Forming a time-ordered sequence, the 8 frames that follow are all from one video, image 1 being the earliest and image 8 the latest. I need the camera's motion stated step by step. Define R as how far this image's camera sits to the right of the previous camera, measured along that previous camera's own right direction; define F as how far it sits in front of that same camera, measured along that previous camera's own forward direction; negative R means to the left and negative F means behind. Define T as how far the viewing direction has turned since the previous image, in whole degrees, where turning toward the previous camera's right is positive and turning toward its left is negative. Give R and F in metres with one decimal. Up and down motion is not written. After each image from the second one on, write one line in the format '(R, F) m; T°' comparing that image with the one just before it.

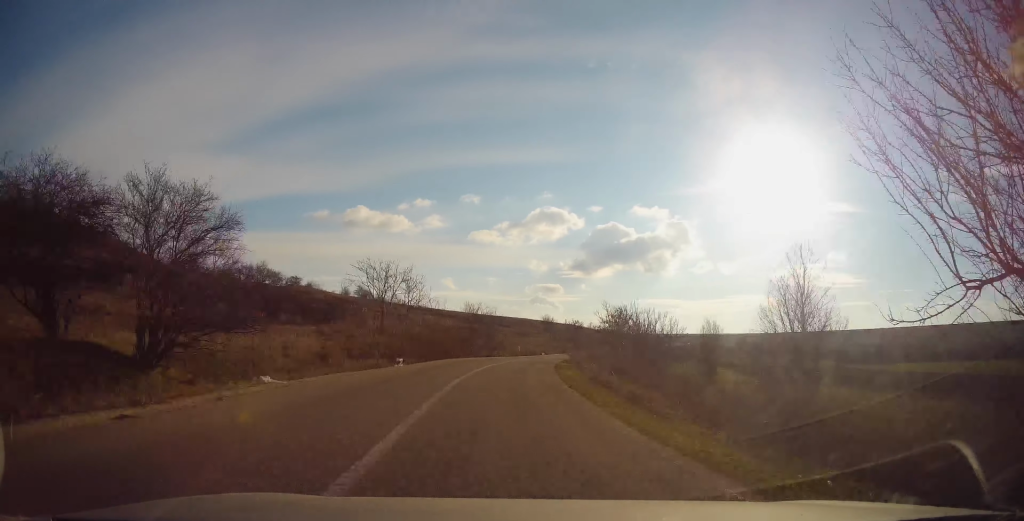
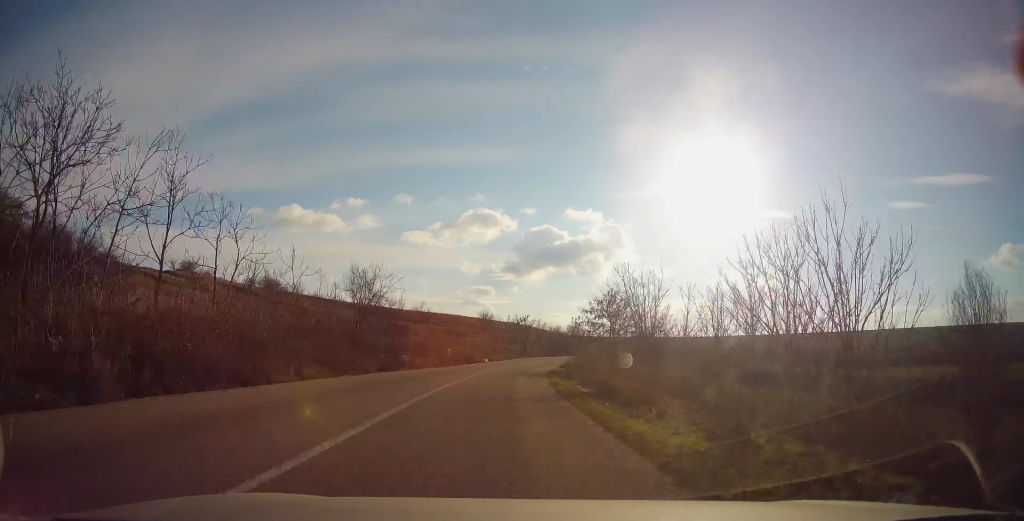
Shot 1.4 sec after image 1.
(+1.1, +29.5) m; +6°
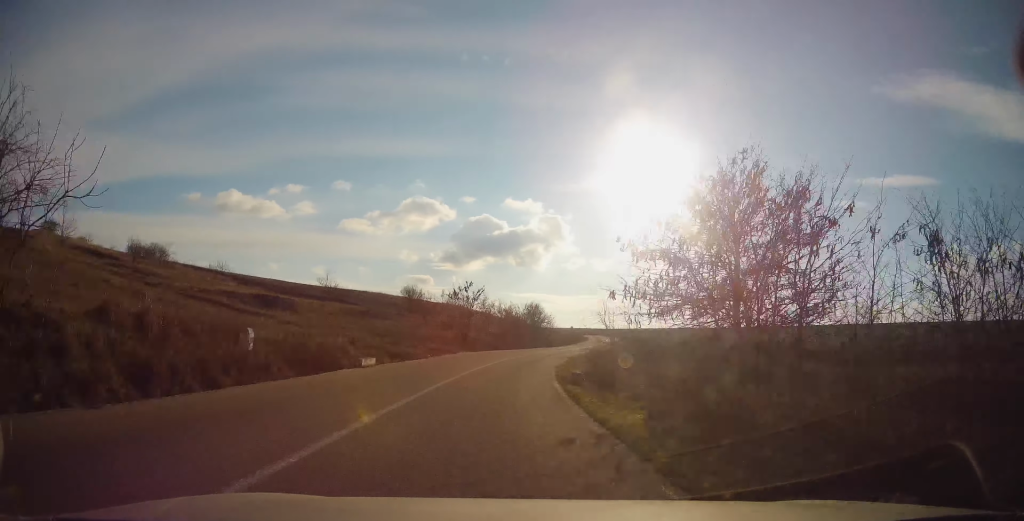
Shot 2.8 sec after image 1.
(+2.3, +32.7) m; +8°
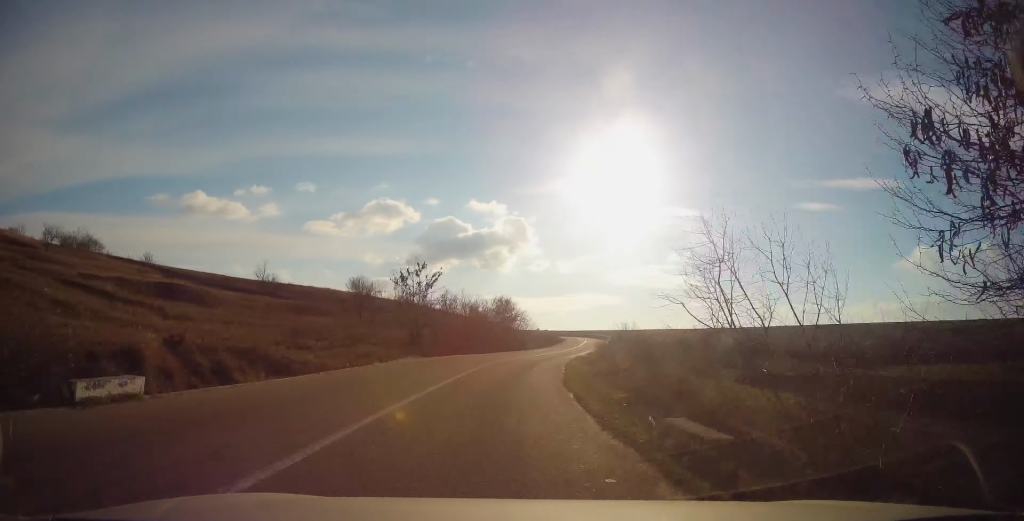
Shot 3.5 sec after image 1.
(+0.3, +13.5) m; +4°
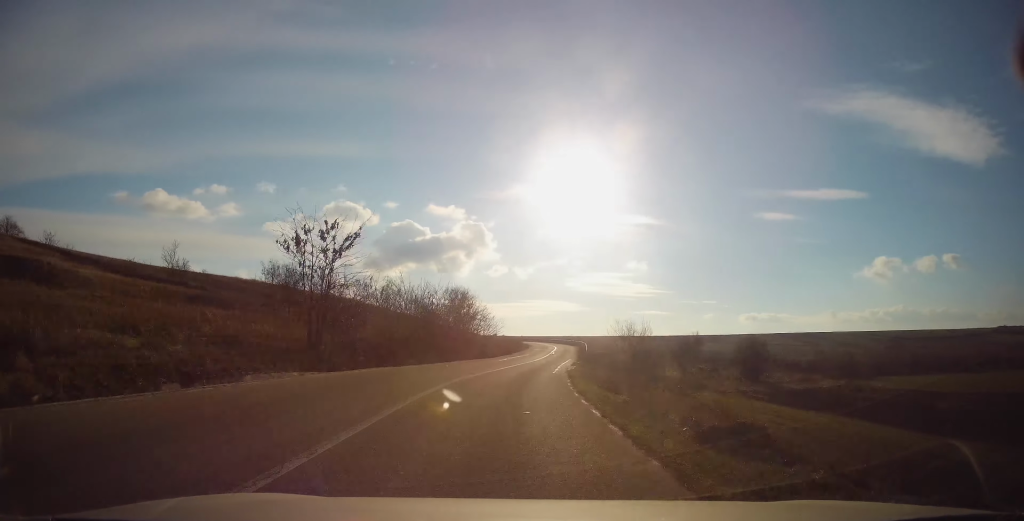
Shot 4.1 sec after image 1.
(+0.4, +14.4) m; +4°
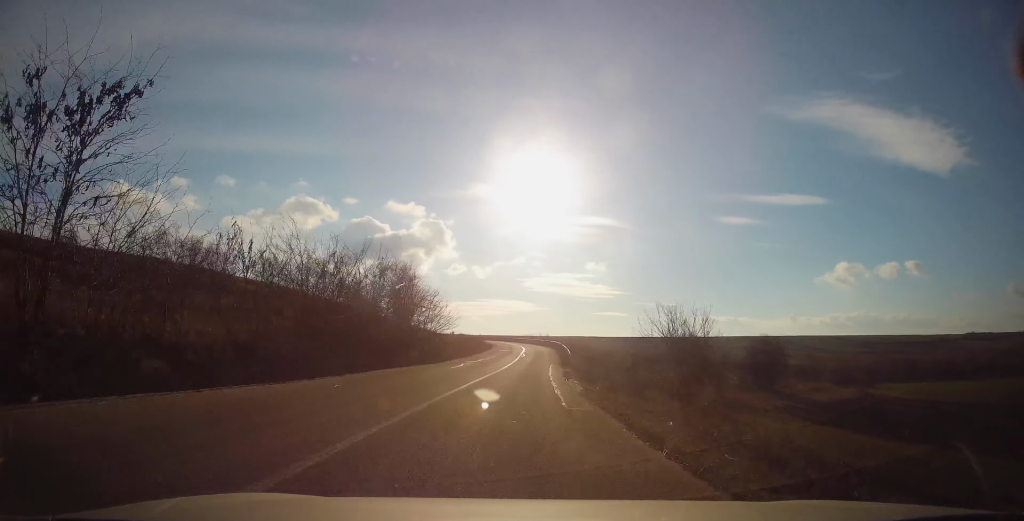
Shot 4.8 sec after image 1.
(+0.8, +14.7) m; +4°
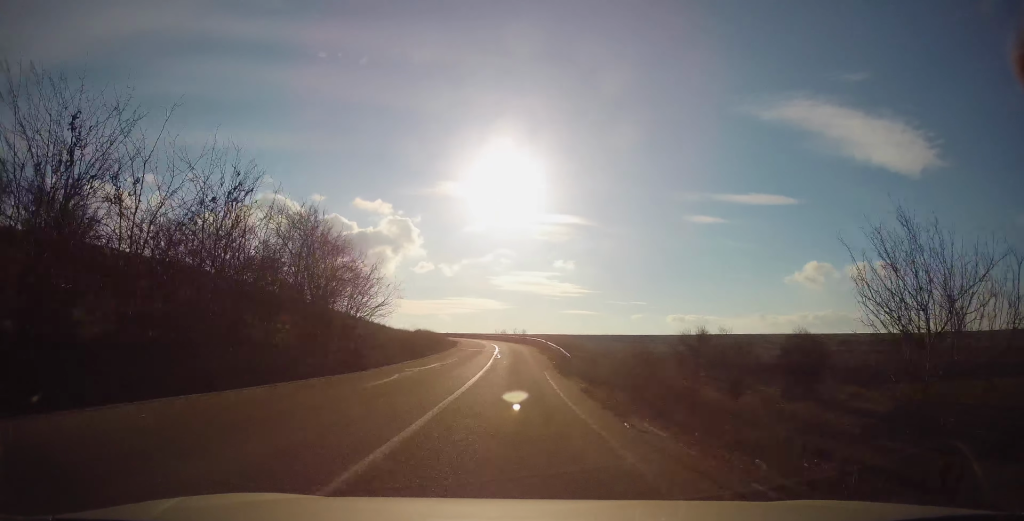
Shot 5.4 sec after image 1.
(+0.4, +13.7) m; +3°
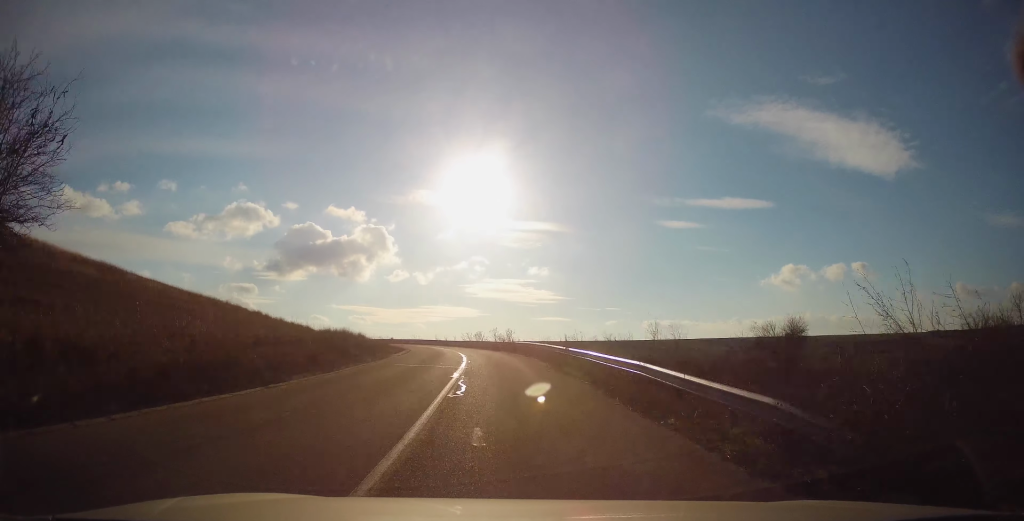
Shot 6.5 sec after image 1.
(+0.7, +23.6) m; +2°
